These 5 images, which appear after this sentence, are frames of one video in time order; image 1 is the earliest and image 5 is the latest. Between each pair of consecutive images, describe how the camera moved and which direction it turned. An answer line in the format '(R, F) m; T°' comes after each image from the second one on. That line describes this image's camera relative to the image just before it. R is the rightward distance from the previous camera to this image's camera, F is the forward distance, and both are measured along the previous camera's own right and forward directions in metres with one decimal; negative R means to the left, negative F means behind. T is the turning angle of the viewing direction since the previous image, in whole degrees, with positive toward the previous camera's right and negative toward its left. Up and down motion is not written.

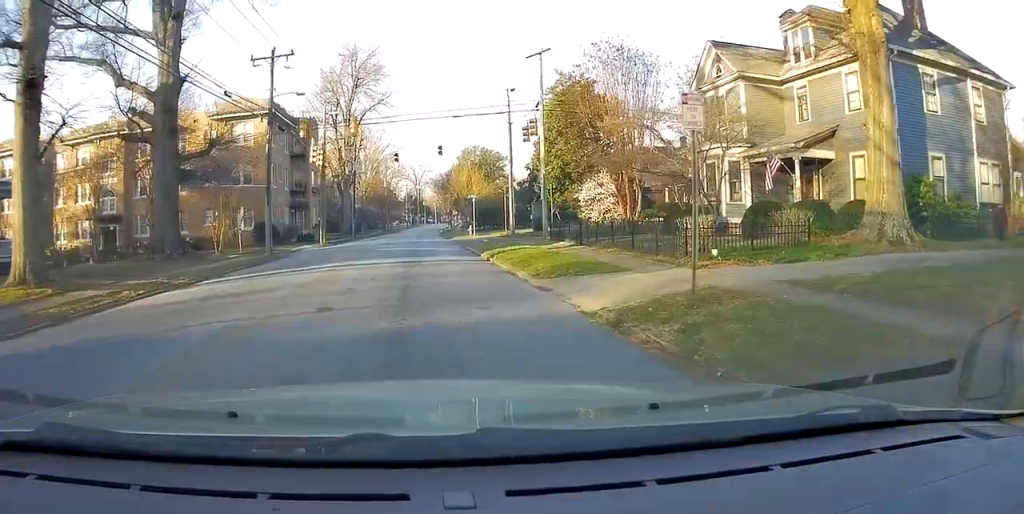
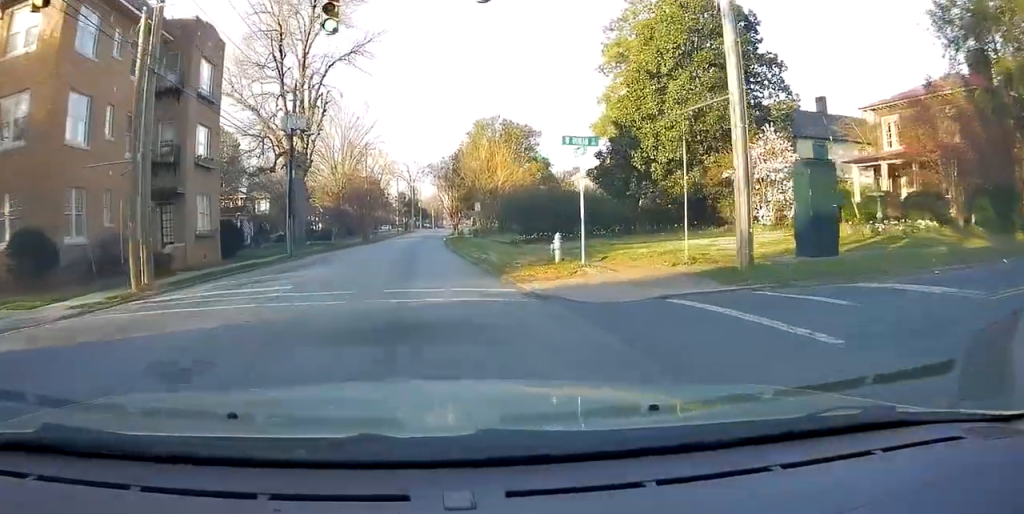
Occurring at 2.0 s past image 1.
(+0.6, +30.5) m; +1°
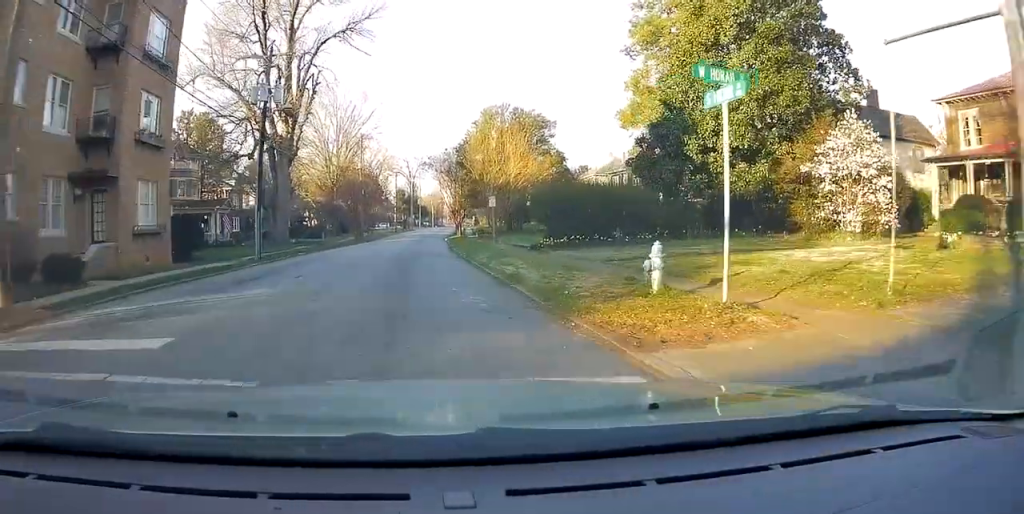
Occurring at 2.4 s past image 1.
(-0.3, +6.7) m; 0°
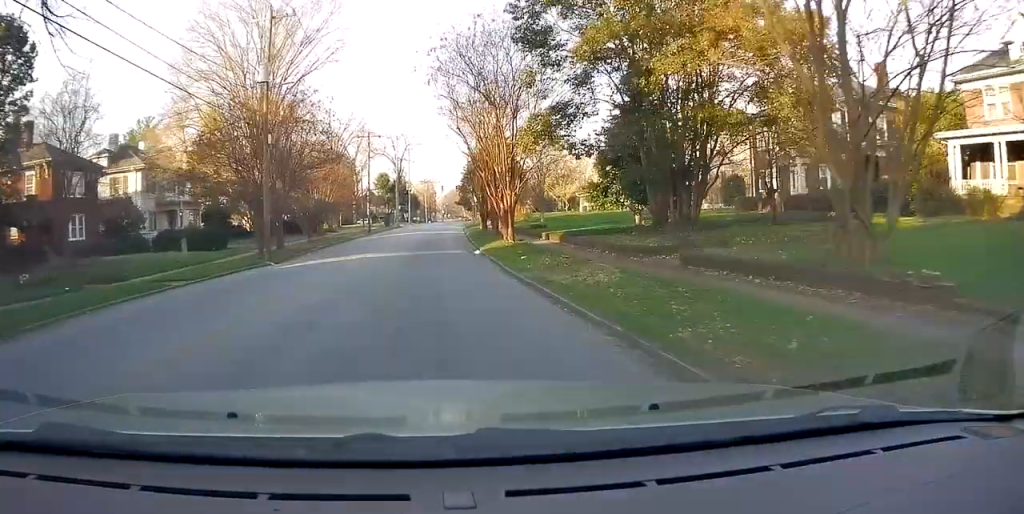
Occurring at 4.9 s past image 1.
(-0.2, +40.0) m; 0°
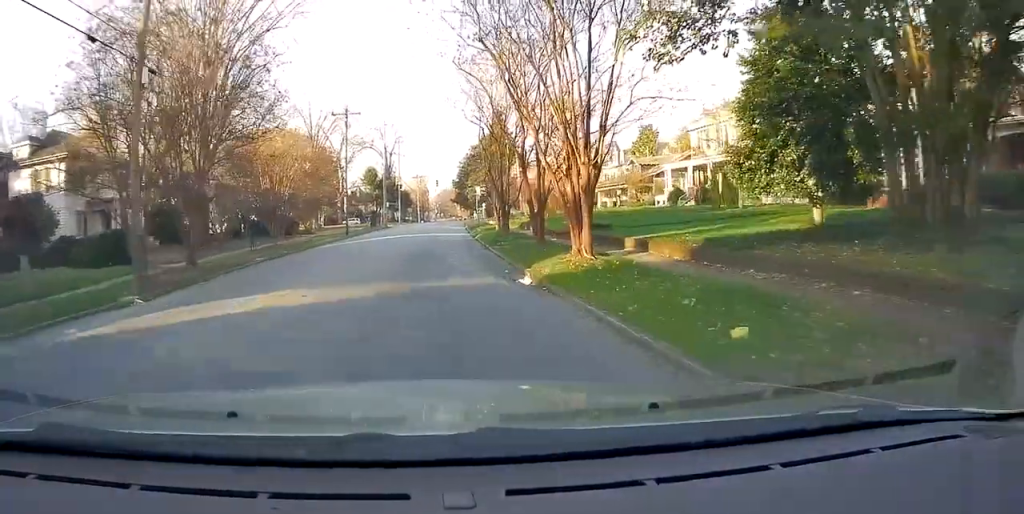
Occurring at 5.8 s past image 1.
(+0.5, +12.9) m; +1°
